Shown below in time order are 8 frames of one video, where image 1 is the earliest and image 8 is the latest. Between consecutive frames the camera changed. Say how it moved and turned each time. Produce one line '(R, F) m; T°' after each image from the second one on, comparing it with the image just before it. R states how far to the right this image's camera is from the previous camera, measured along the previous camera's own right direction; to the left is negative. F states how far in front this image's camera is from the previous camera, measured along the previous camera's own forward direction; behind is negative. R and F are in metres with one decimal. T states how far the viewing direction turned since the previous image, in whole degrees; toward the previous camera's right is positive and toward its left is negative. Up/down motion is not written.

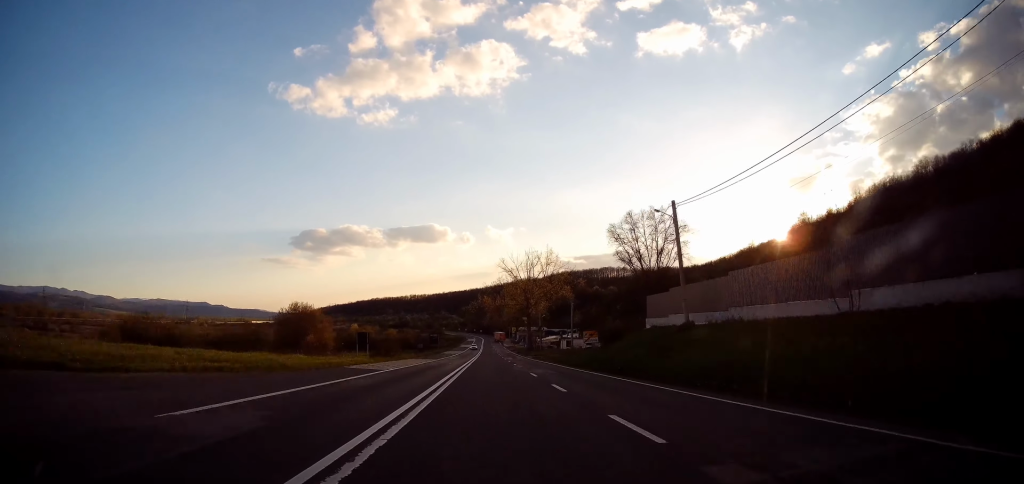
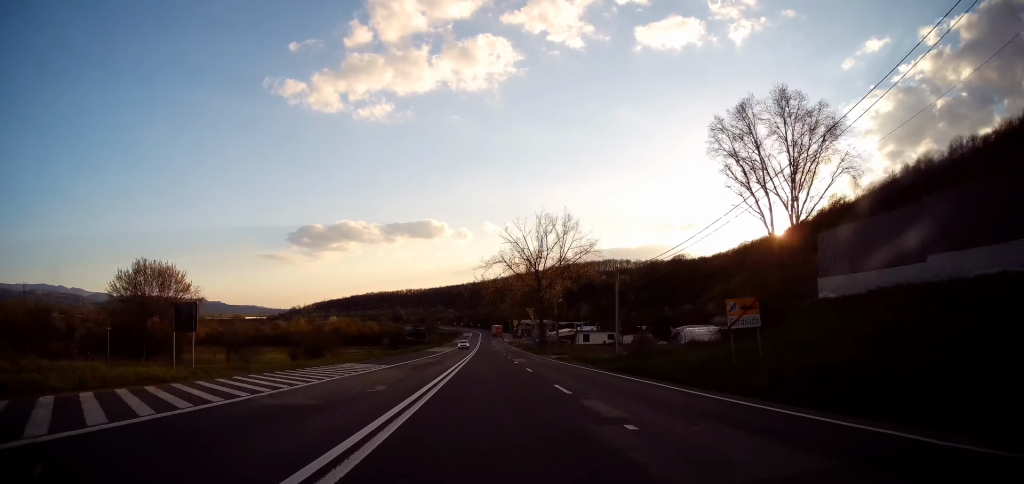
(+0.4, +26.8) m; 0°
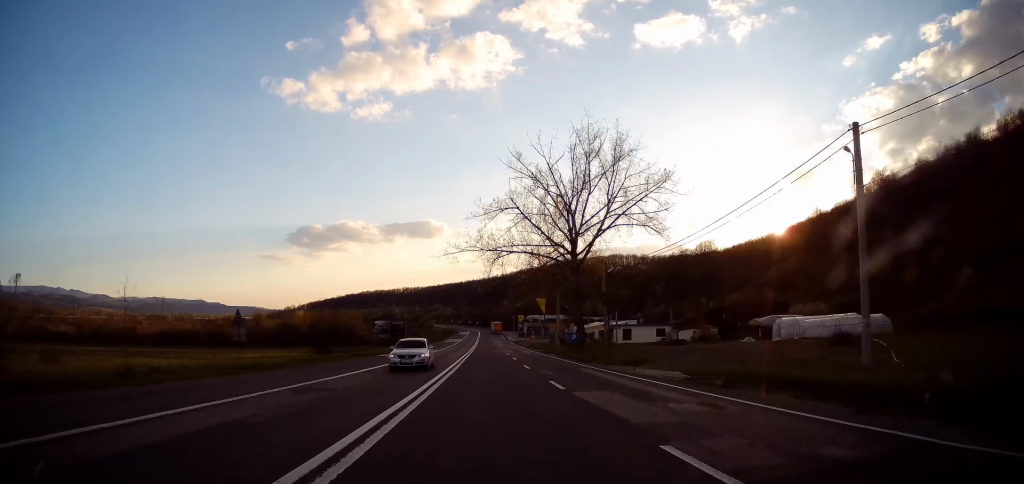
(-0.4, +33.5) m; 0°
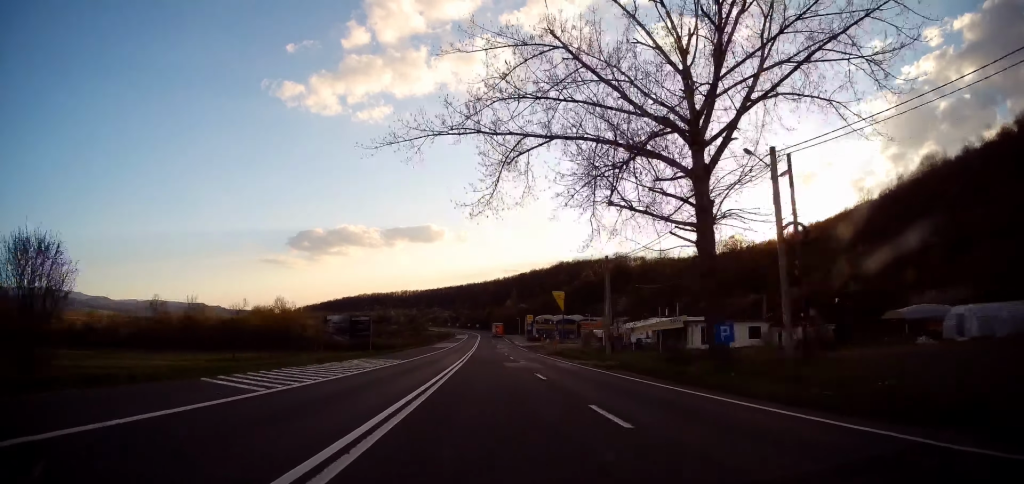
(+0.2, +30.7) m; +1°
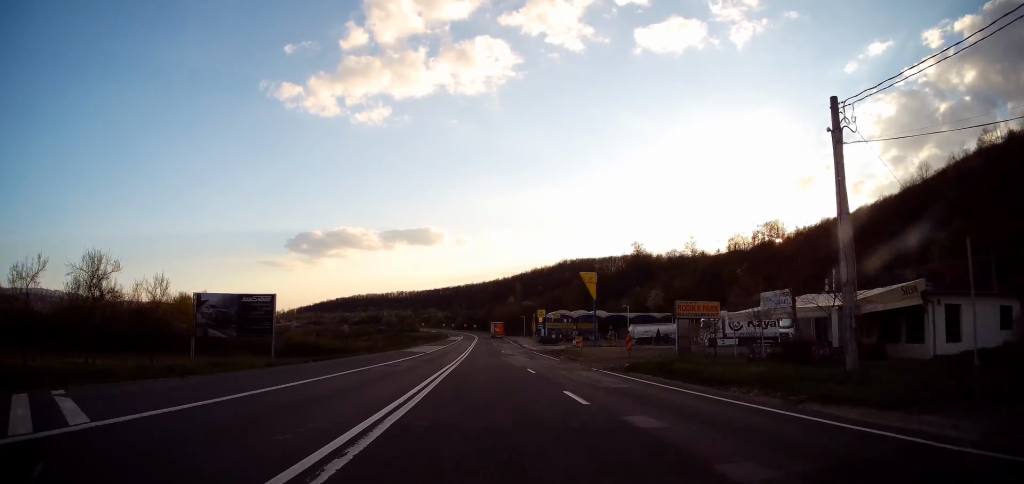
(+0.1, +32.0) m; 0°
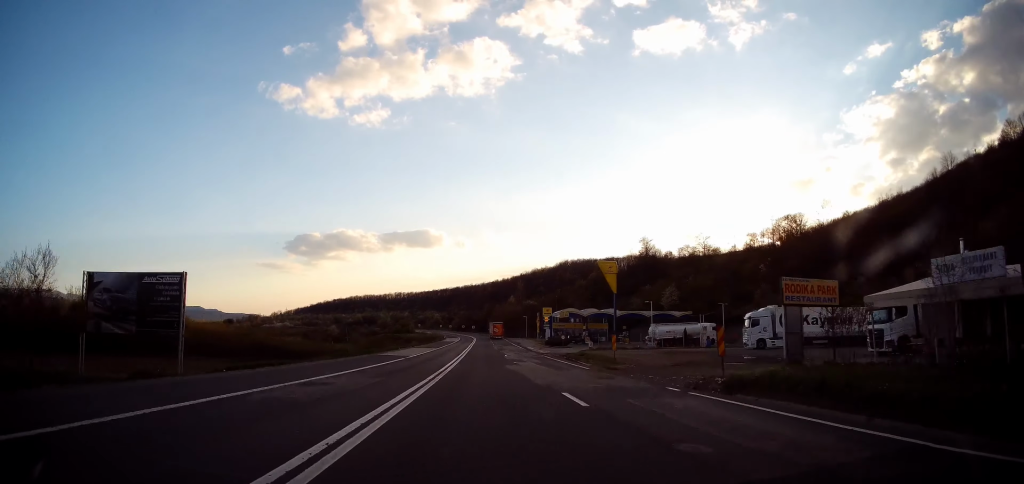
(0.0, +12.0) m; 0°
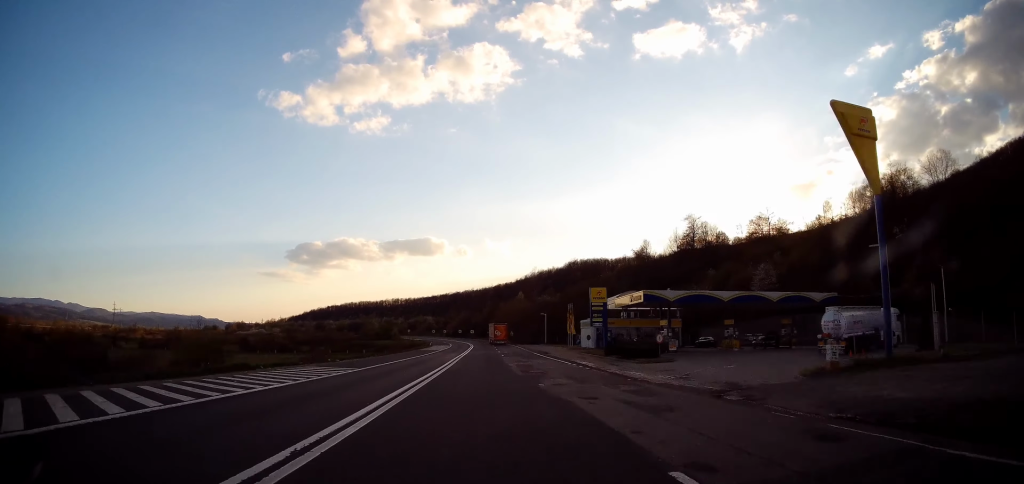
(-0.1, +43.0) m; -1°
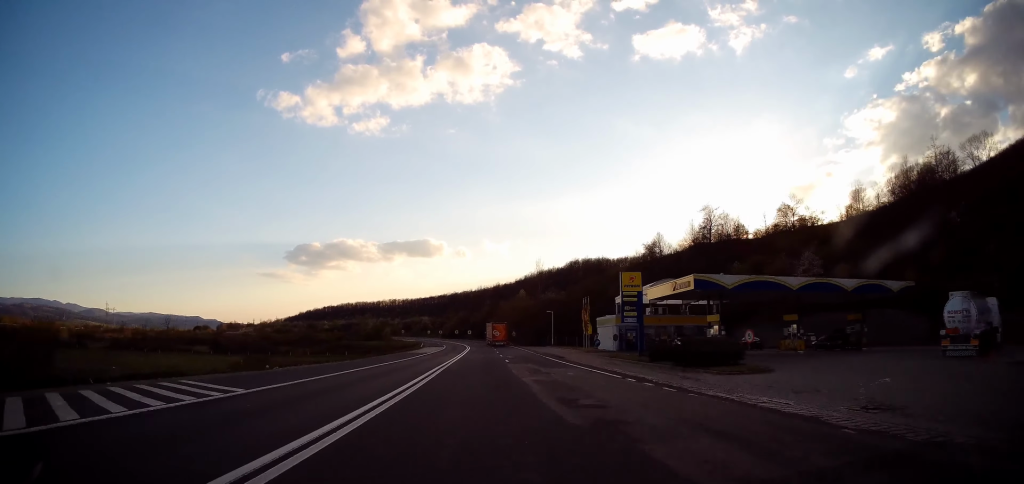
(-0.3, +12.5) m; 0°
